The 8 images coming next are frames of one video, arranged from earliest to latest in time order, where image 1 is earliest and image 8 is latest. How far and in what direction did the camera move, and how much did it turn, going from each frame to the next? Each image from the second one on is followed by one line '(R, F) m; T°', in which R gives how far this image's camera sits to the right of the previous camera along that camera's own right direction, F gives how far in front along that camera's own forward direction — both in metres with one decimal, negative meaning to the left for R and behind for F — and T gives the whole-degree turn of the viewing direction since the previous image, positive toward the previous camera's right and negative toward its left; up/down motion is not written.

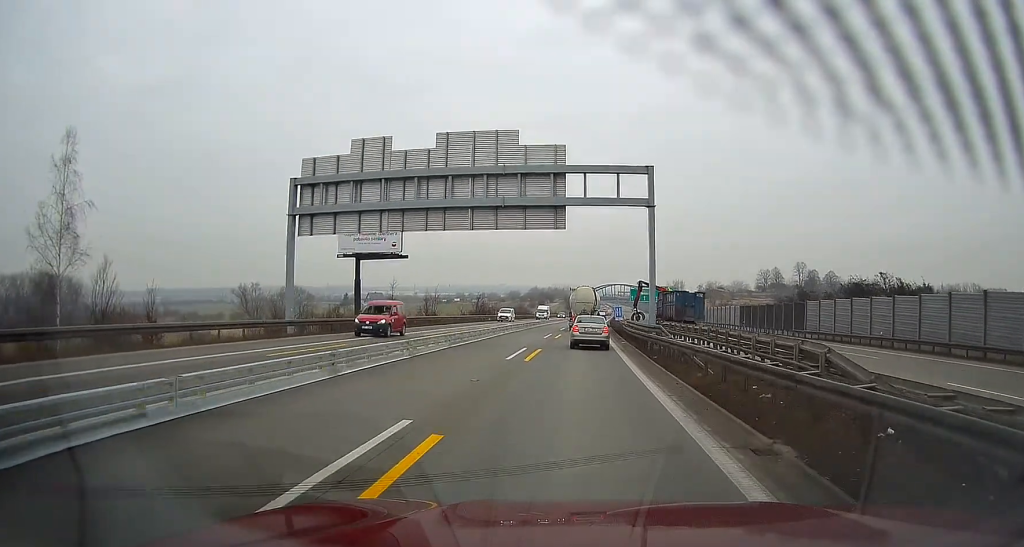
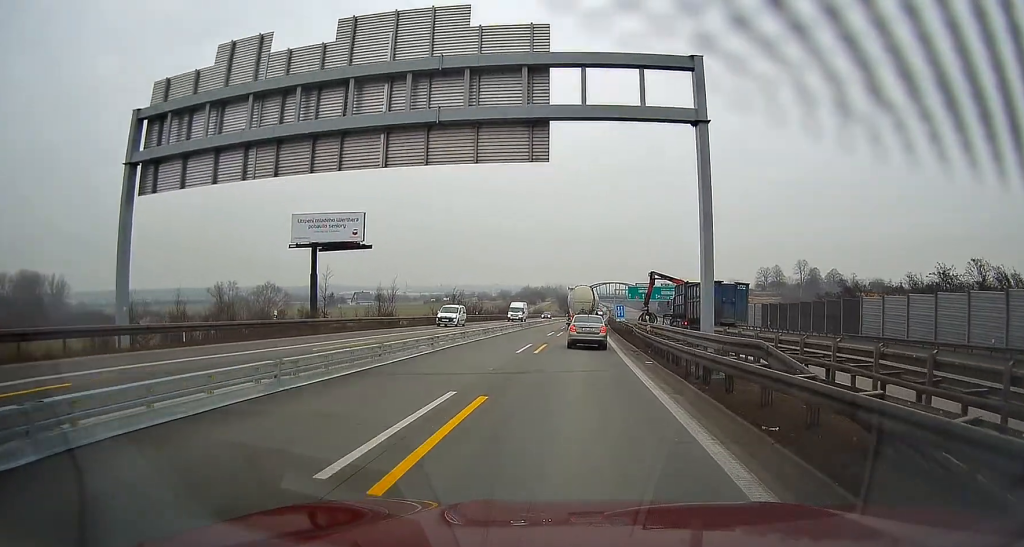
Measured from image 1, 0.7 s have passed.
(+0.4, +14.7) m; 0°
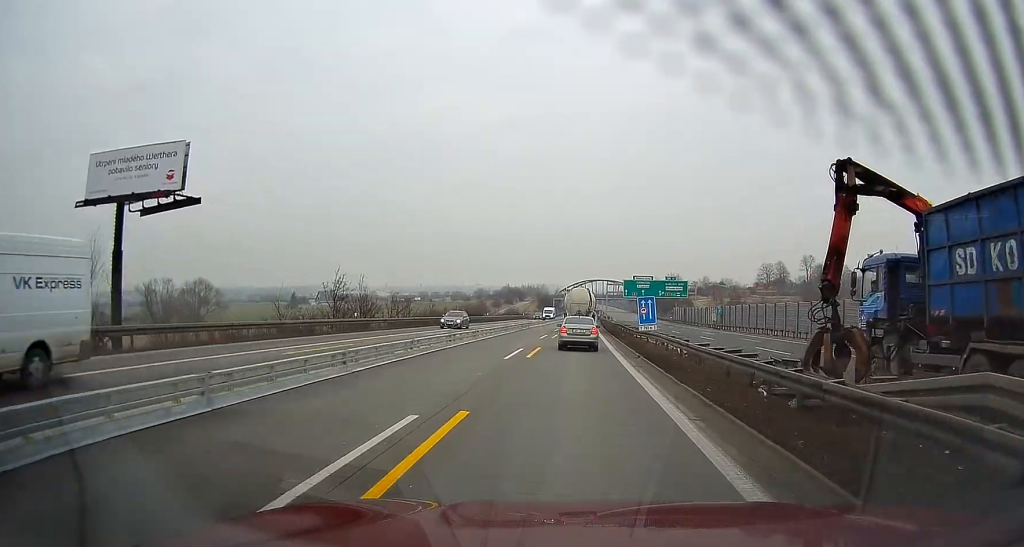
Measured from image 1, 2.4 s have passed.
(0.0, +39.0) m; +2°
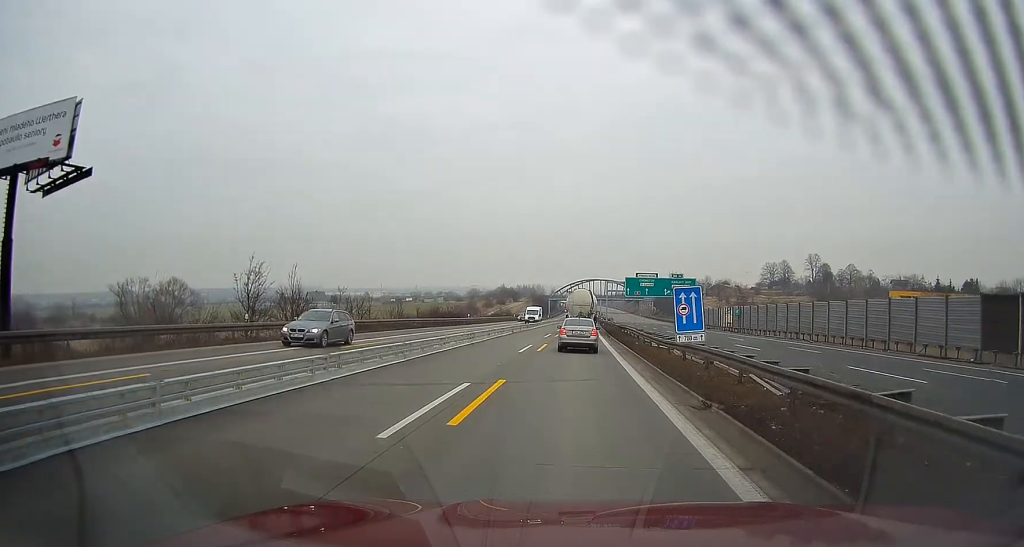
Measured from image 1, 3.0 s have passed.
(+0.1, +13.5) m; +1°
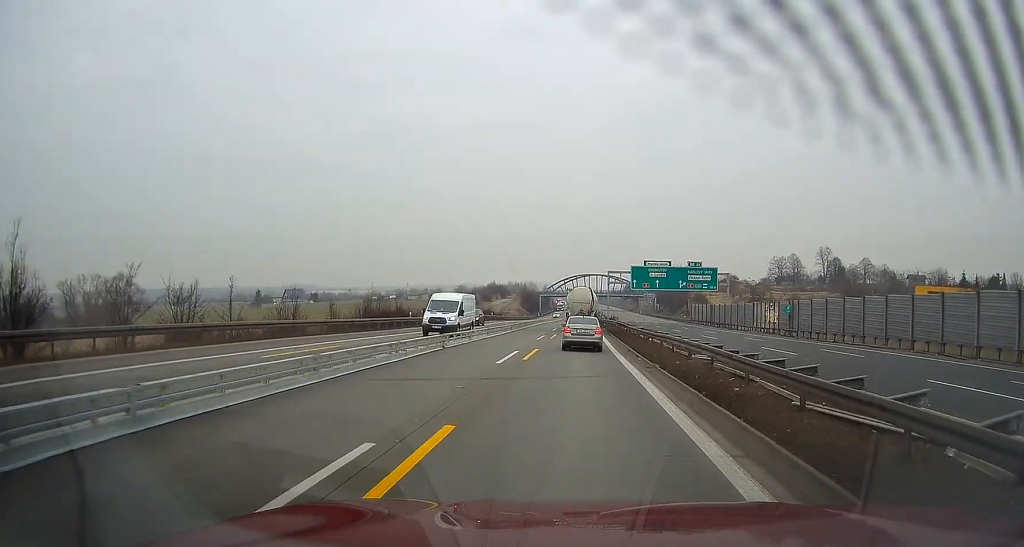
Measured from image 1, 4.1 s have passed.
(+0.1, +25.2) m; 0°
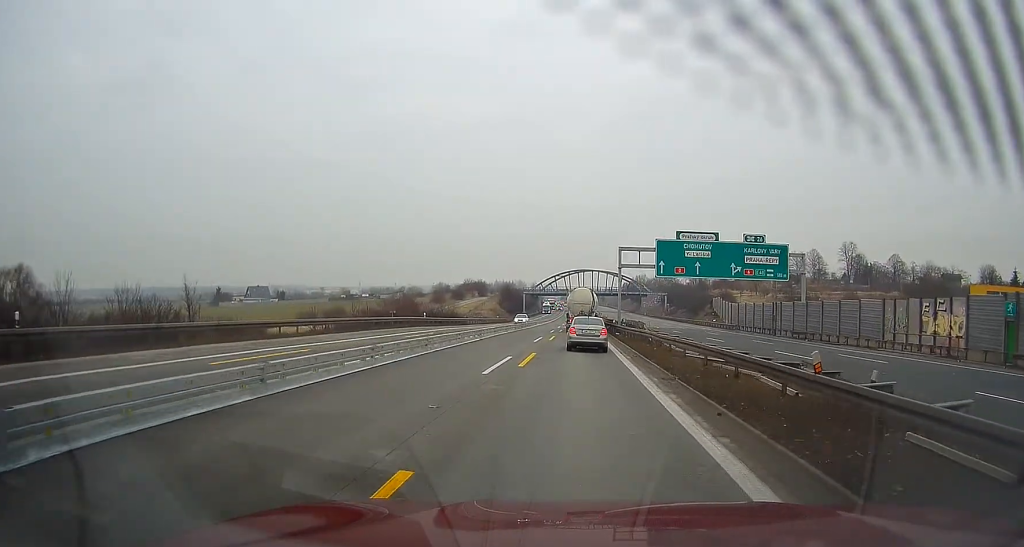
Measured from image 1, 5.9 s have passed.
(-0.5, +40.1) m; -1°
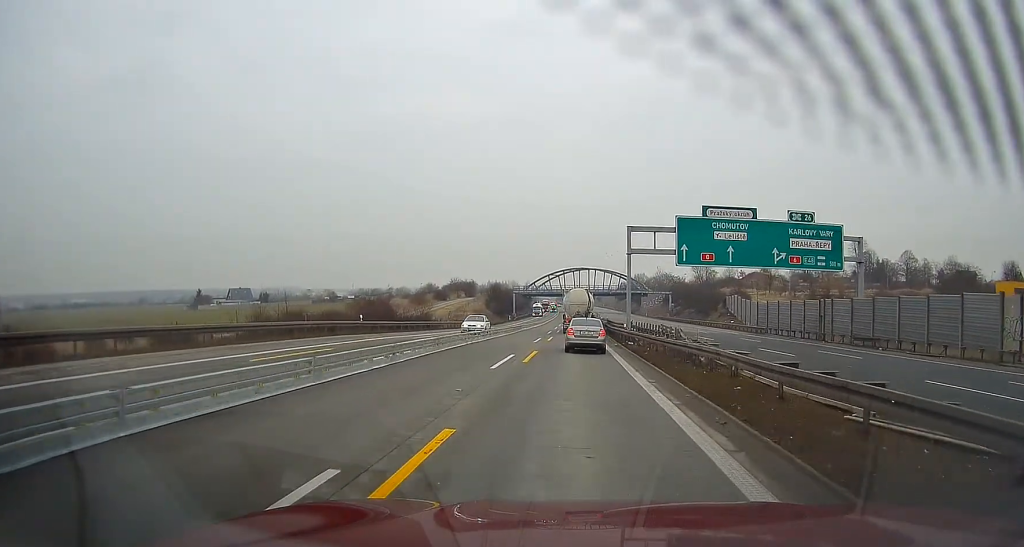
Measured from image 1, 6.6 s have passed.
(0.0, +16.4) m; +1°
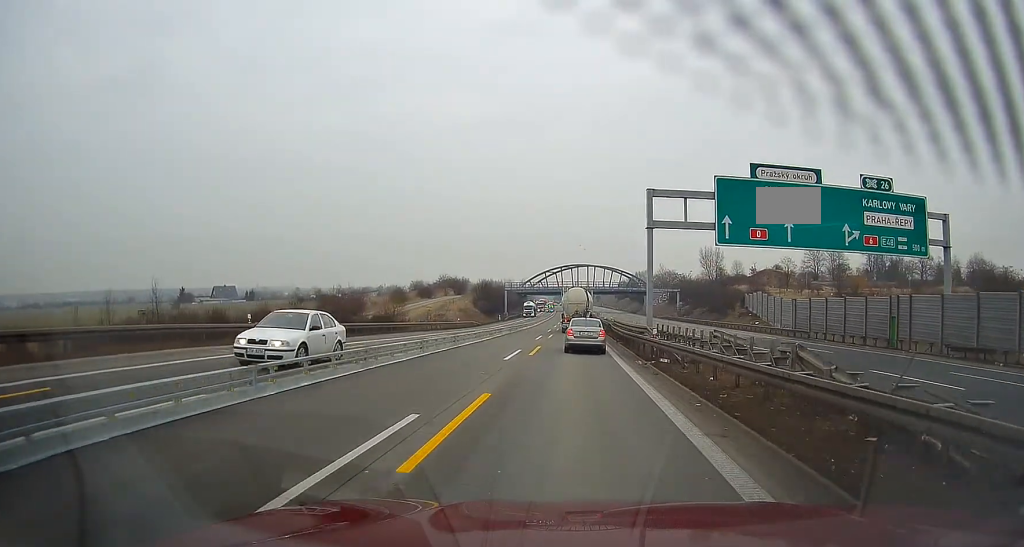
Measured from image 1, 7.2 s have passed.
(+0.2, +14.9) m; +1°
